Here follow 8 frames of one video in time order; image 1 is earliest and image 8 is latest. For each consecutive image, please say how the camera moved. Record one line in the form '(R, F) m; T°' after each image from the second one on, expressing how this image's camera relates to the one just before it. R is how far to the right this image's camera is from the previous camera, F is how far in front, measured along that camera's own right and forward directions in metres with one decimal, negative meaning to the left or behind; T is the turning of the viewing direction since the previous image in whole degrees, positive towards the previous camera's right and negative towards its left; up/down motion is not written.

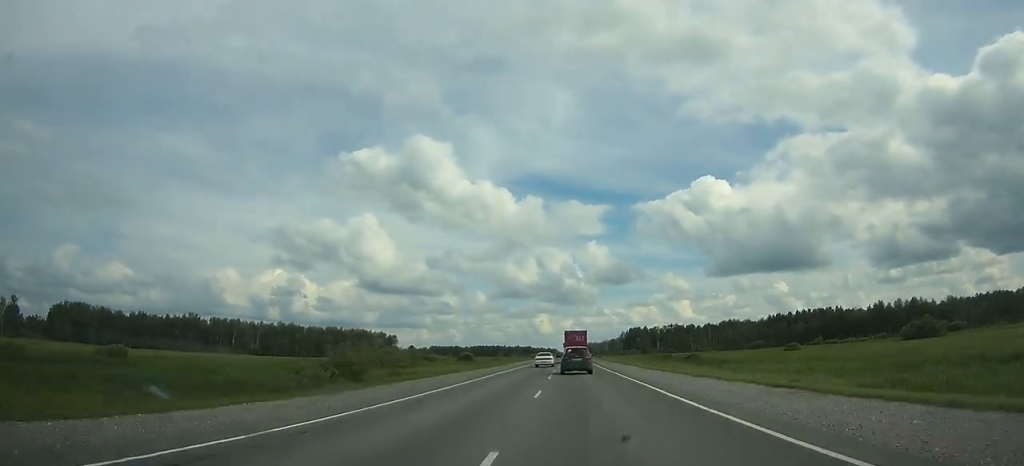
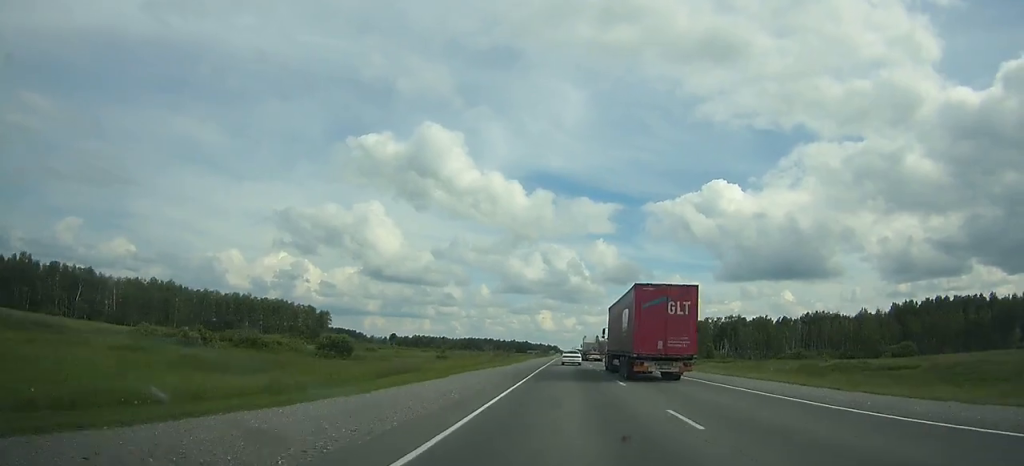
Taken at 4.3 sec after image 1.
(-0.2, +130.2) m; 0°
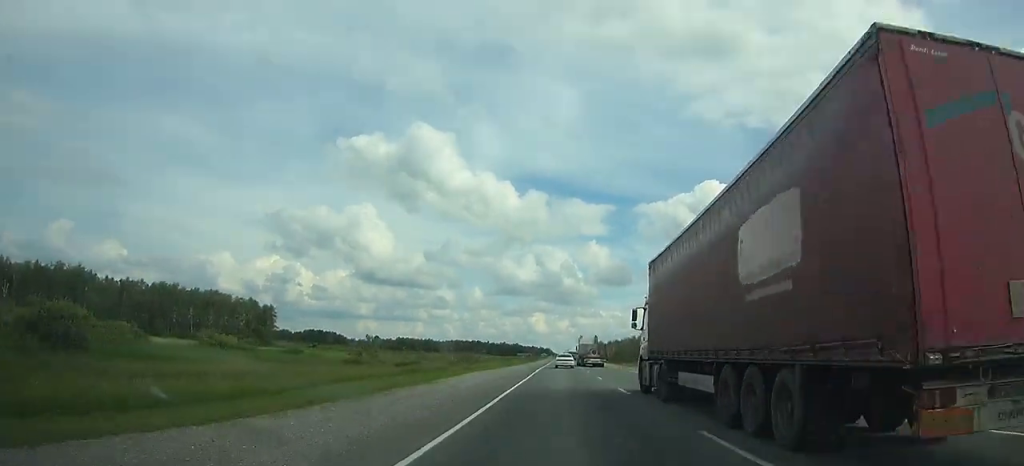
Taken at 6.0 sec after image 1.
(-0.1, +52.3) m; 0°
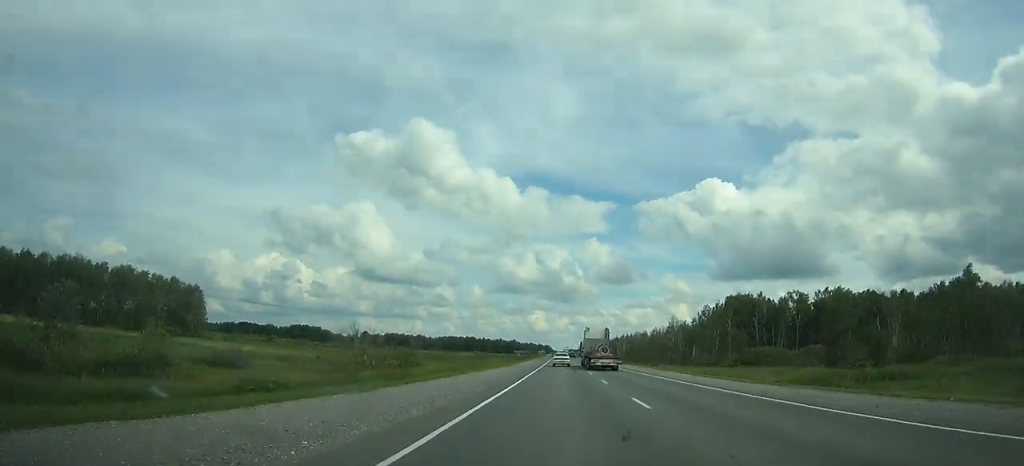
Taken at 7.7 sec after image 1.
(+0.4, +53.3) m; 0°
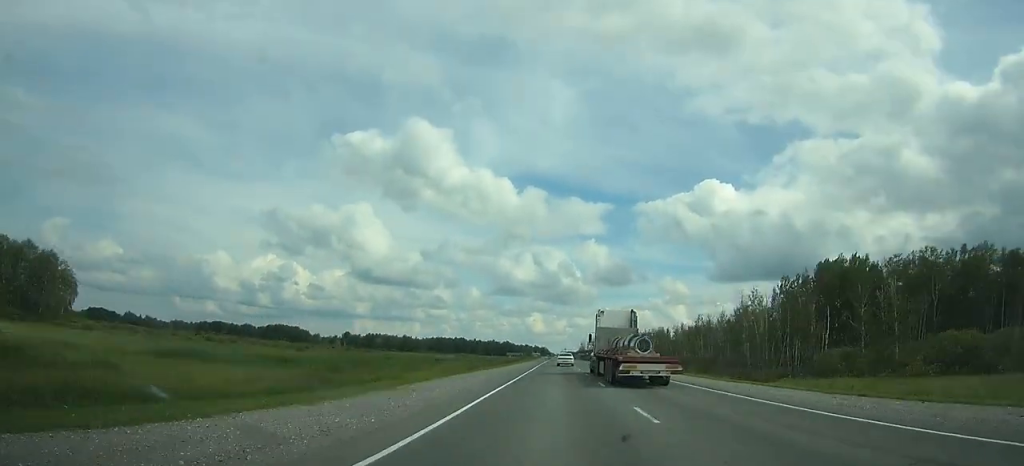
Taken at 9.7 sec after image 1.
(+0.2, +62.9) m; 0°
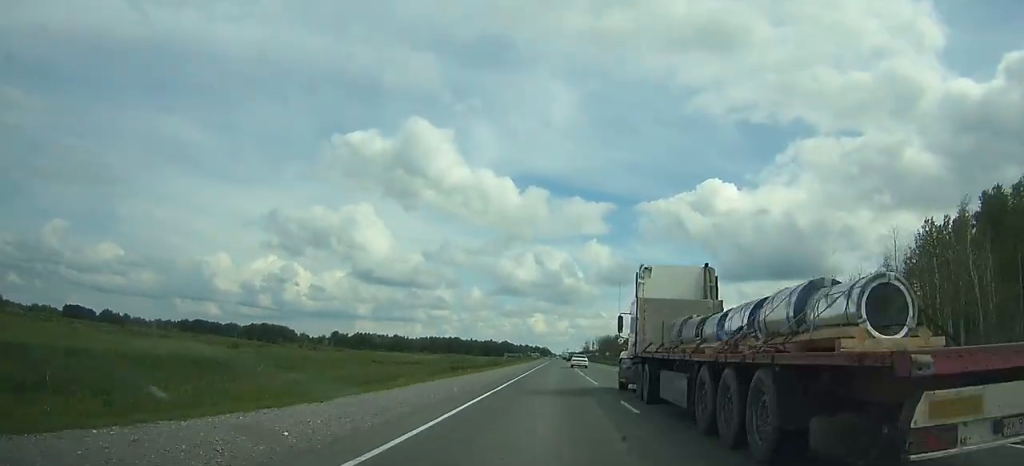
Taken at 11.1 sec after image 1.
(0.0, +44.0) m; 0°
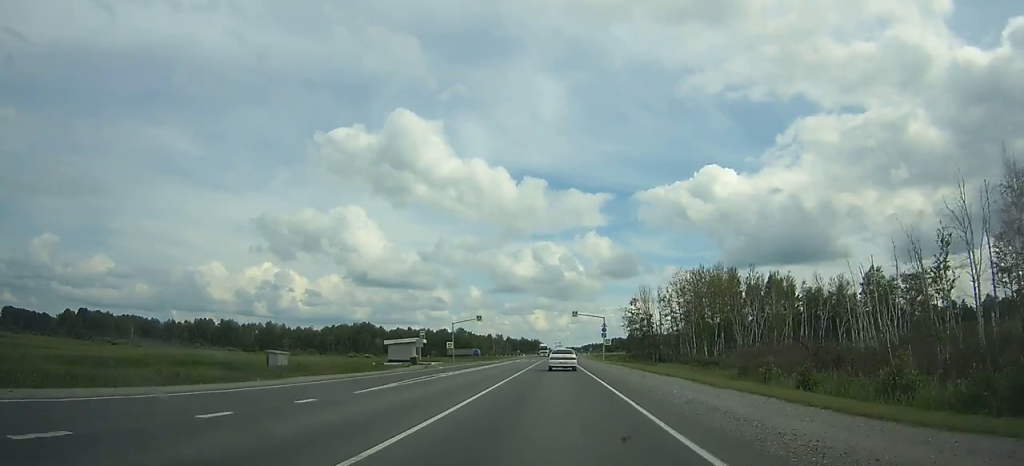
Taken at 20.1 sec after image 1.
(-0.5, +266.5) m; -1°
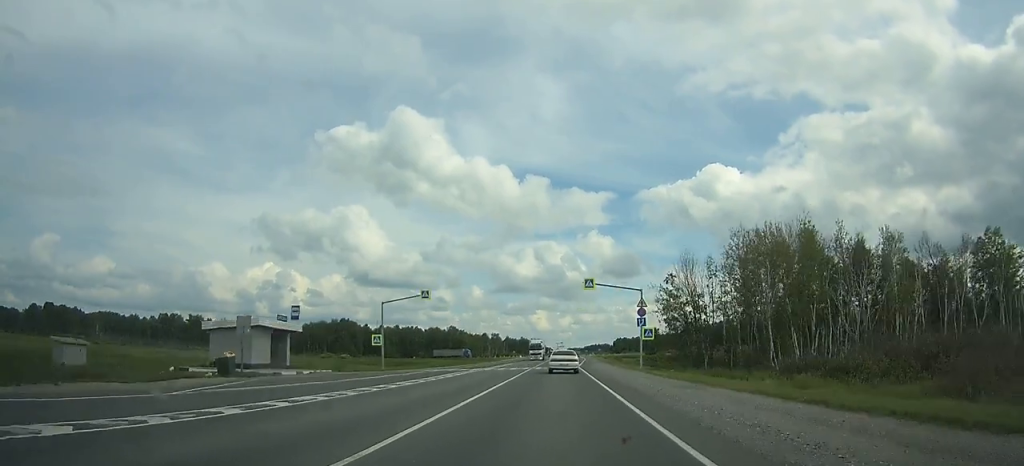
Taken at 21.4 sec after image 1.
(0.0, +36.2) m; 0°
